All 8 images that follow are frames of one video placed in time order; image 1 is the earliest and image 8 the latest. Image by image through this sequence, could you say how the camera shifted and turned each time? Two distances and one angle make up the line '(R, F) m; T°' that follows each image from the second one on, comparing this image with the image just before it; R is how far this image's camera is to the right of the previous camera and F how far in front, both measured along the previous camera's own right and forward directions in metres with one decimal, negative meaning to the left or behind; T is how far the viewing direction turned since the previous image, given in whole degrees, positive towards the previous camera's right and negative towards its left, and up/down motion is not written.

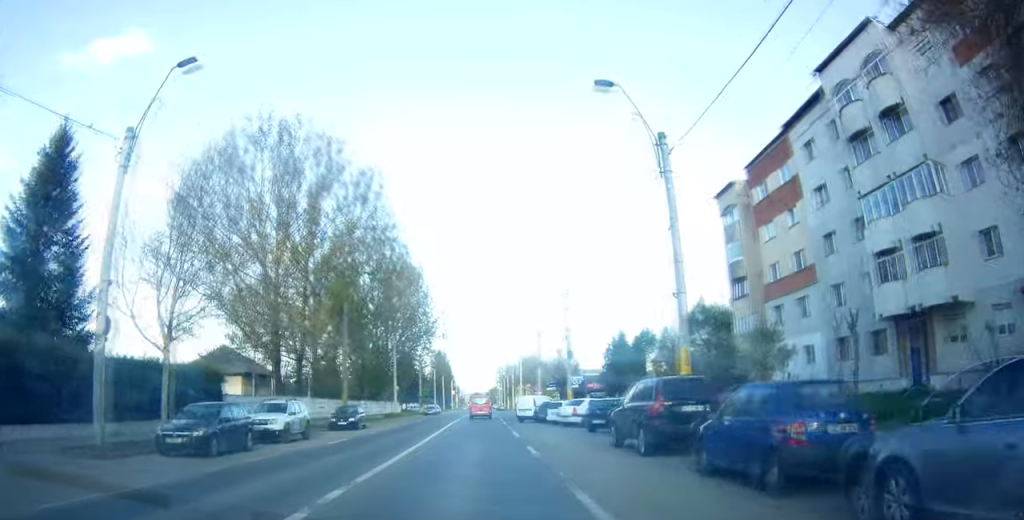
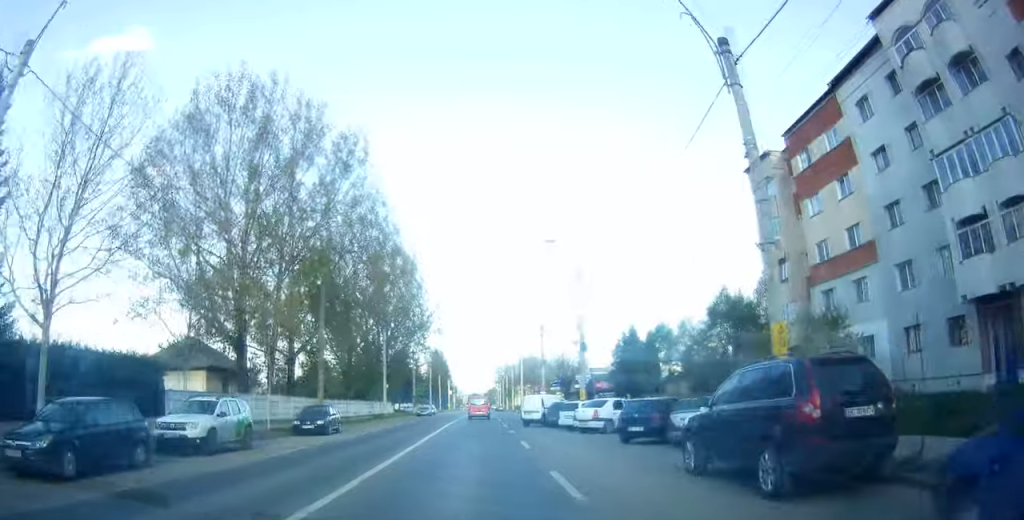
(+0.3, +6.5) m; 0°
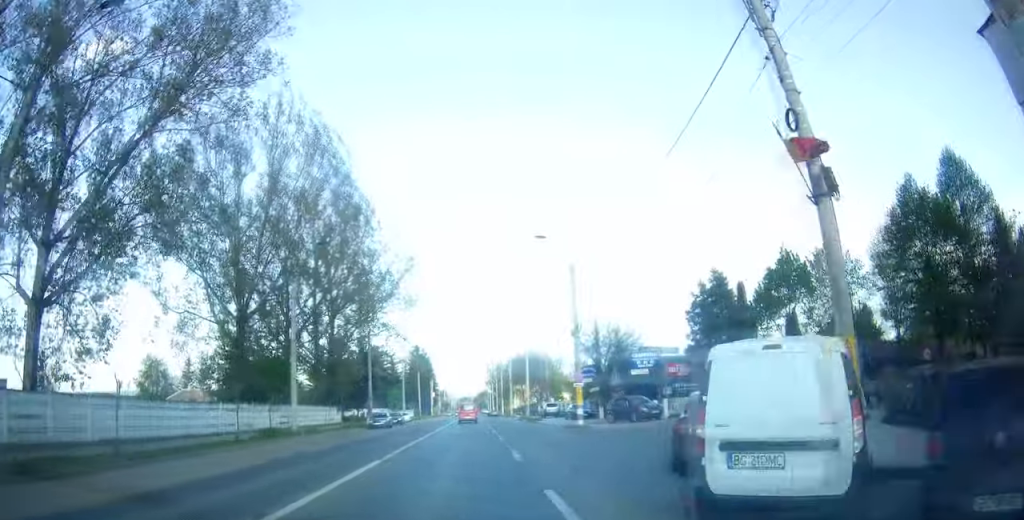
(-0.6, +28.8) m; -2°
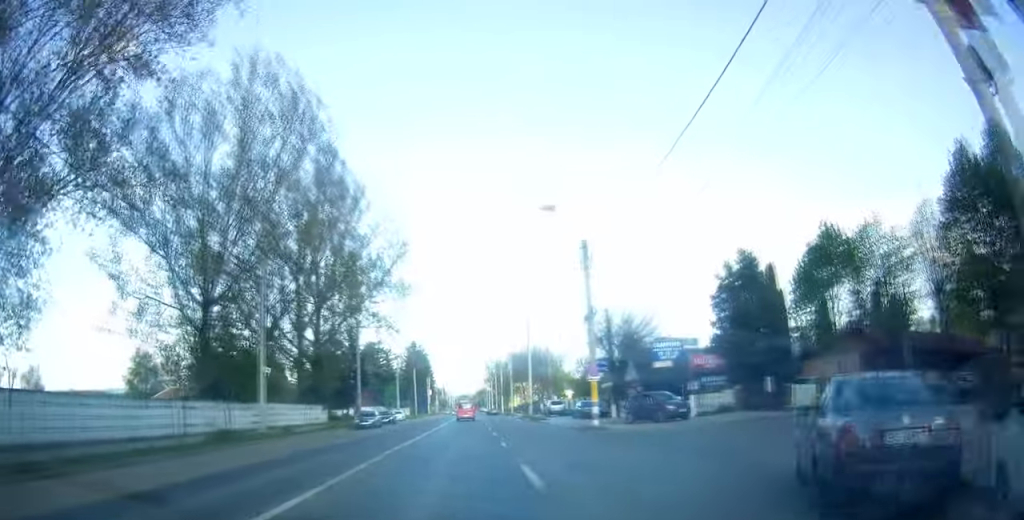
(0.0, +5.2) m; +1°
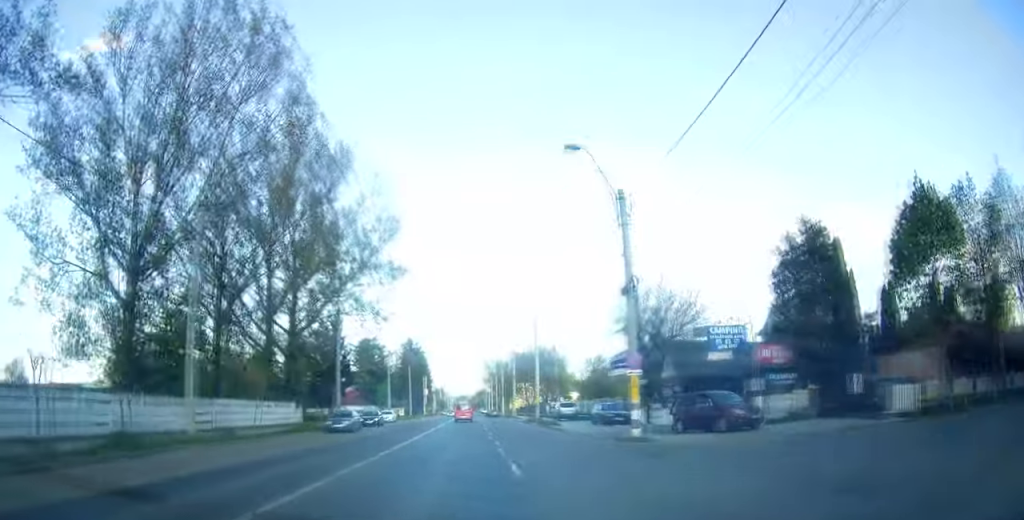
(0.0, +8.1) m; +2°
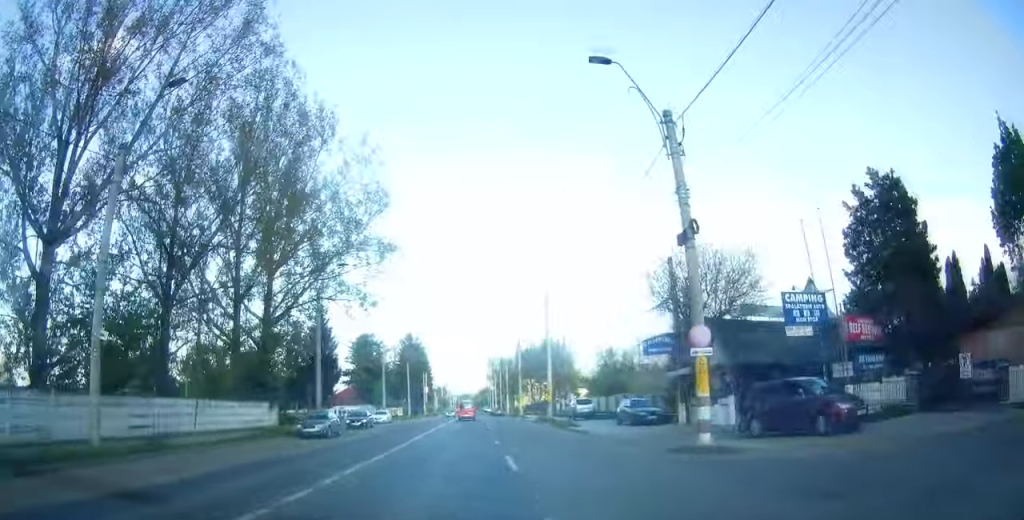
(+0.4, +6.7) m; 0°
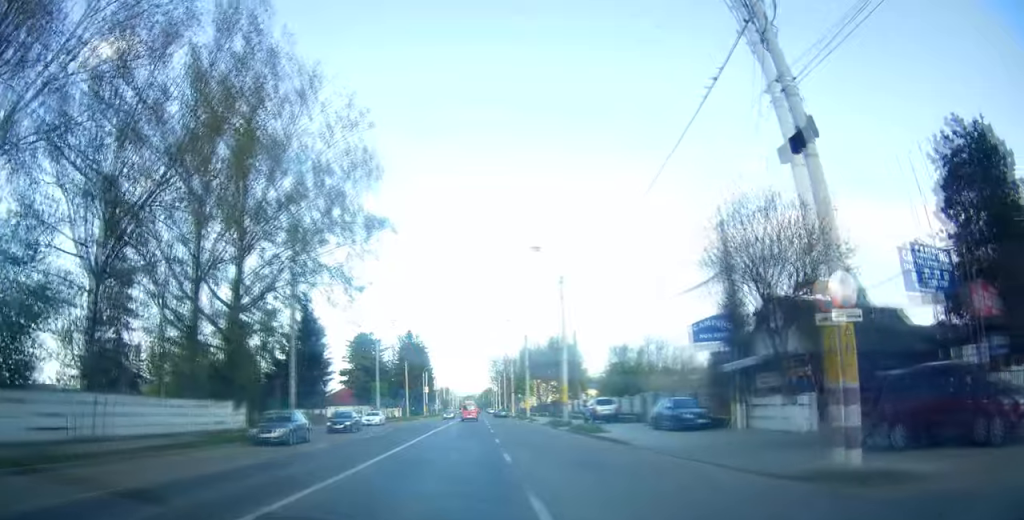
(0.0, +6.2) m; 0°
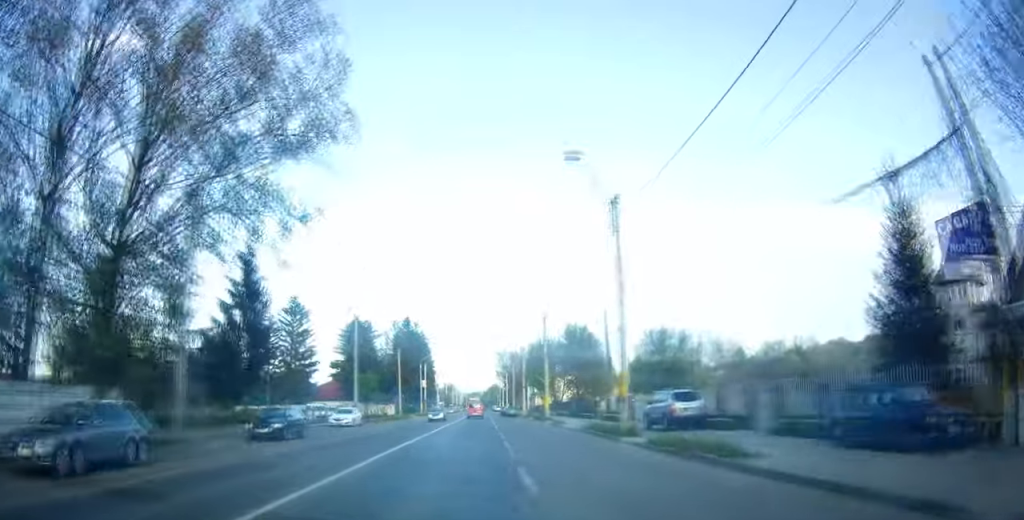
(-0.1, +13.7) m; +2°
